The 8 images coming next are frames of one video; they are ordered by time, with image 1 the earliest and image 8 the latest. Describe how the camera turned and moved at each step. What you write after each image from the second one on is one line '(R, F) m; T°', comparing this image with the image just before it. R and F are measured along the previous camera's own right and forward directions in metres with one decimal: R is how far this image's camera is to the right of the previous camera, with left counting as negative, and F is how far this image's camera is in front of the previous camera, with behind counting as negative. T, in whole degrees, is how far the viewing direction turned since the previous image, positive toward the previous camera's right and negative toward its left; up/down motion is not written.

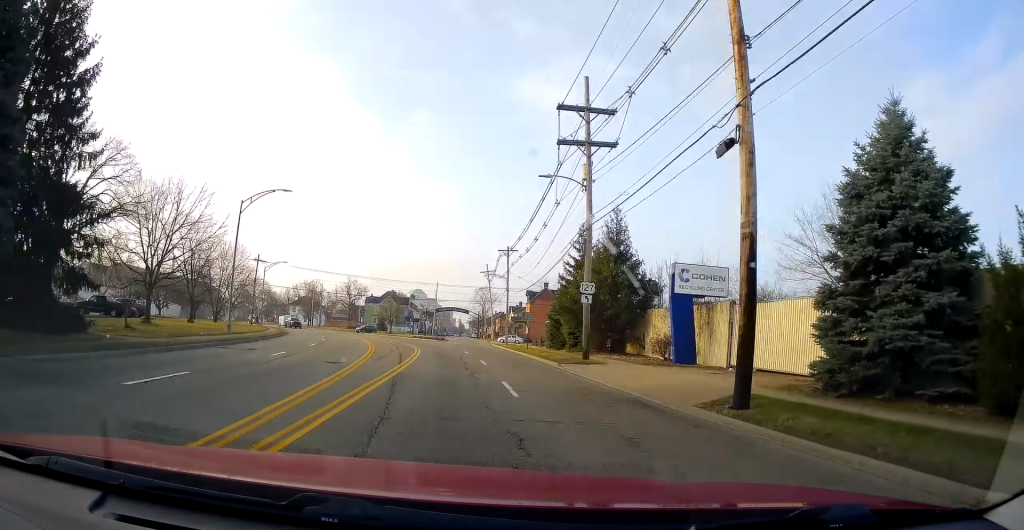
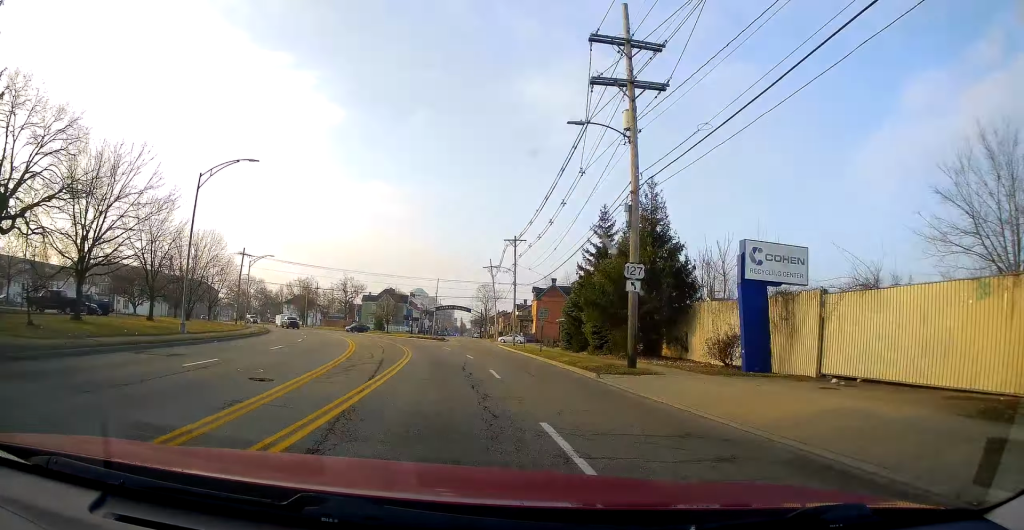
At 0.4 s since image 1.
(-0.2, +7.5) m; +1°
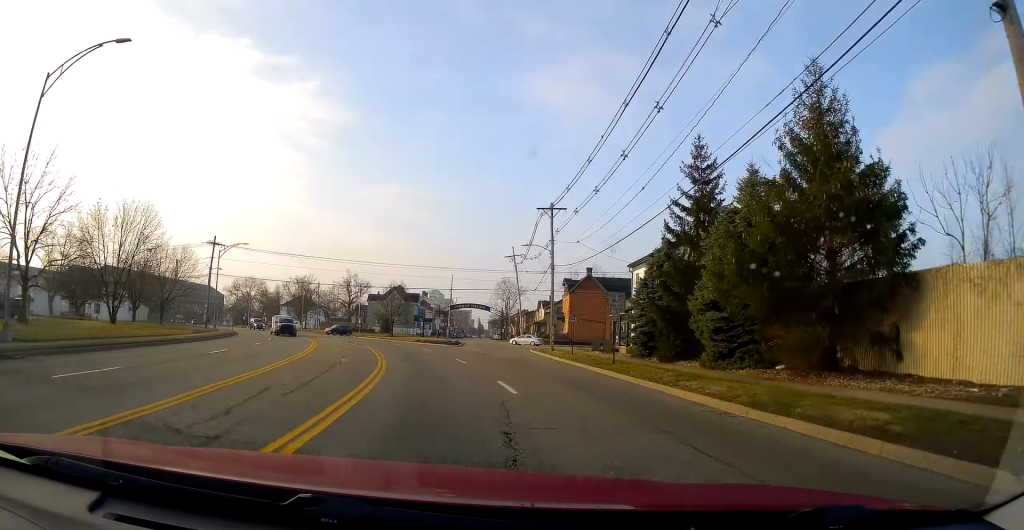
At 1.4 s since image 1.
(+0.1, +16.7) m; +1°
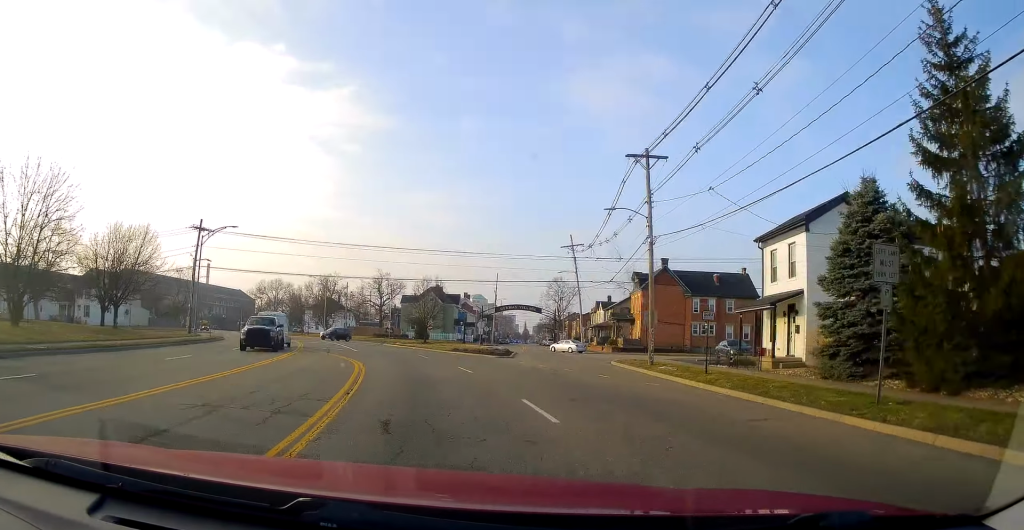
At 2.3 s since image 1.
(+0.2, +15.7) m; -2°
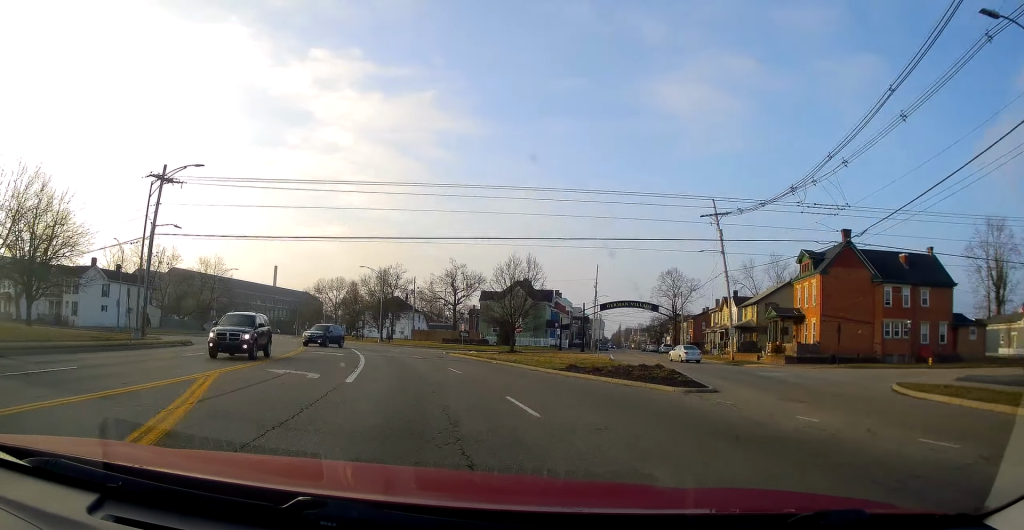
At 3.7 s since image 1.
(-1.4, +22.7) m; -7°
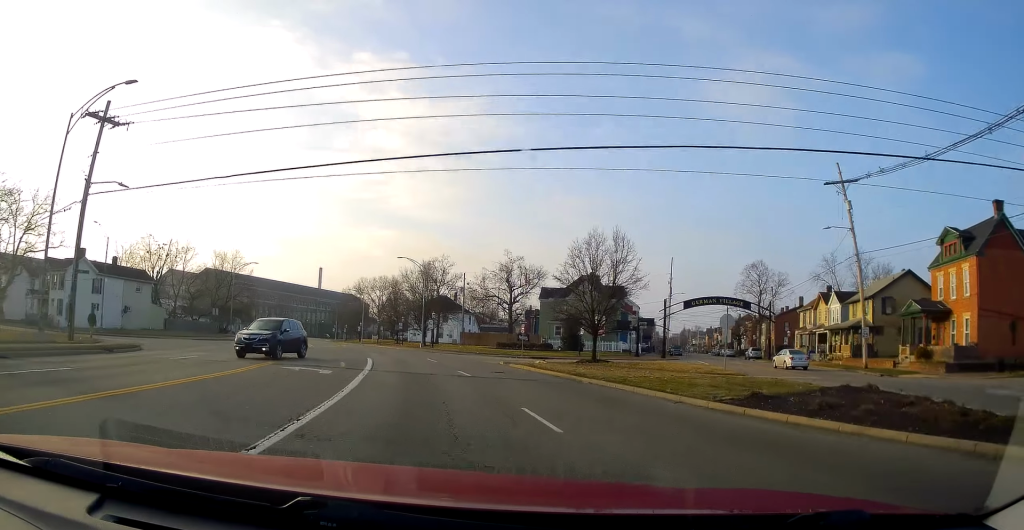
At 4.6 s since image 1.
(-0.4, +13.3) m; -6°
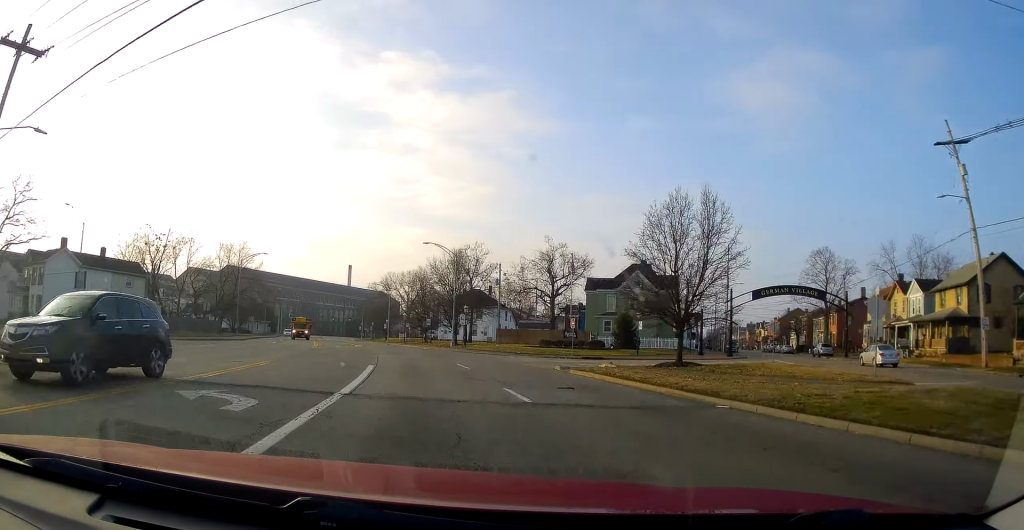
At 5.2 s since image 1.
(-0.2, +9.4) m; -4°
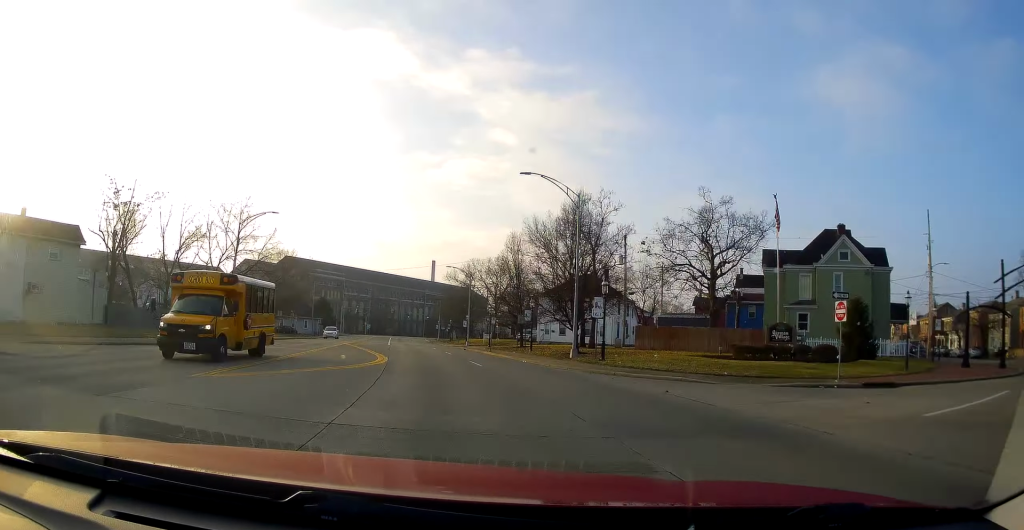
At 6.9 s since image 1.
(-2.4, +26.6) m; -10°
